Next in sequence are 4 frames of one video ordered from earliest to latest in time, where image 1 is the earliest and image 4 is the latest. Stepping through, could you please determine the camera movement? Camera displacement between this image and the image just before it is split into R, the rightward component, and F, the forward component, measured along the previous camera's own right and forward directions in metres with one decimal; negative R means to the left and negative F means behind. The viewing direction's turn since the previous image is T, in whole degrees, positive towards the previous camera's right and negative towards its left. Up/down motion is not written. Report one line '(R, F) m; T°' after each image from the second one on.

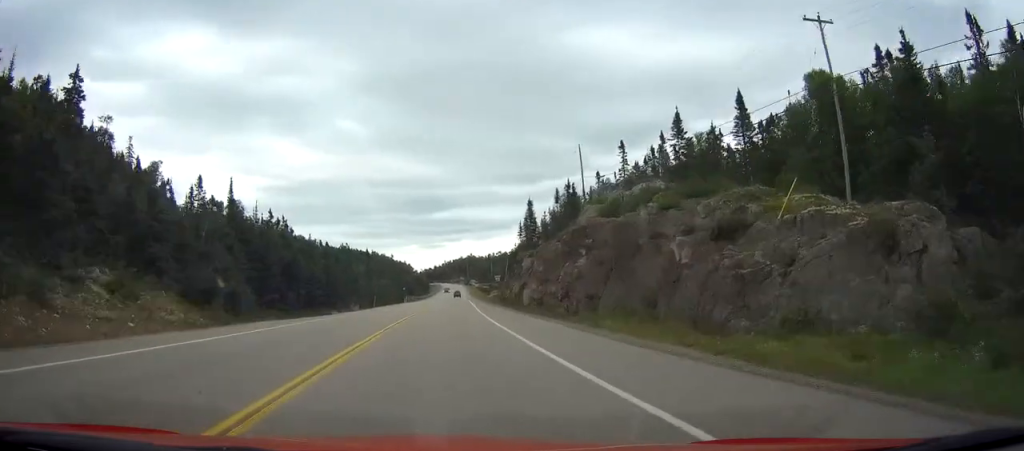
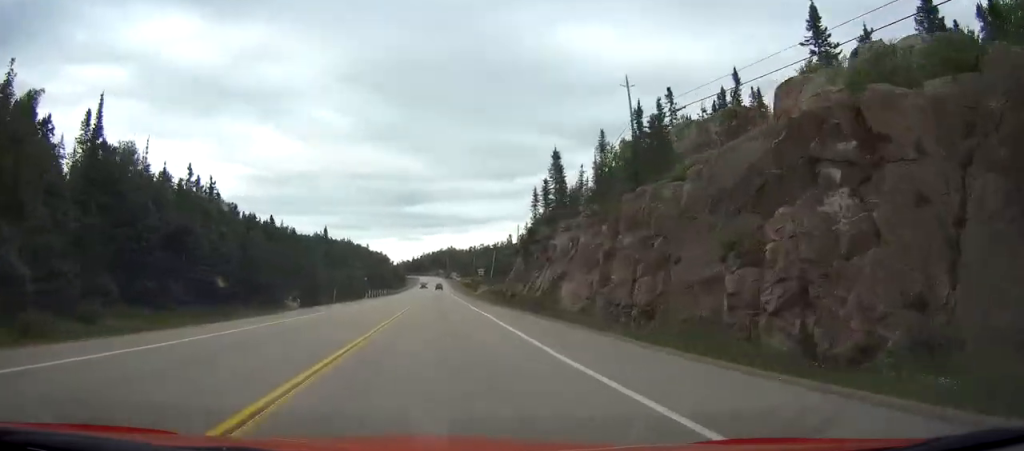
(+0.5, +31.5) m; +1°
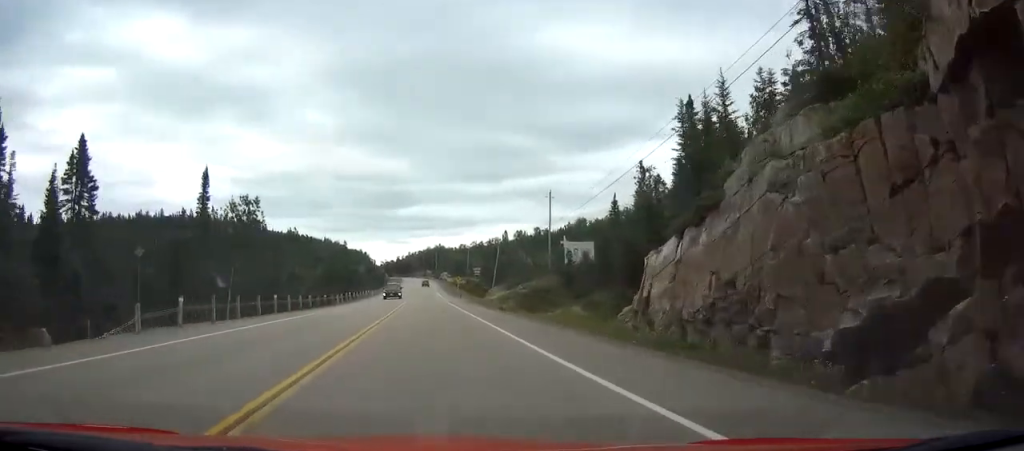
(+0.6, +56.7) m; +1°
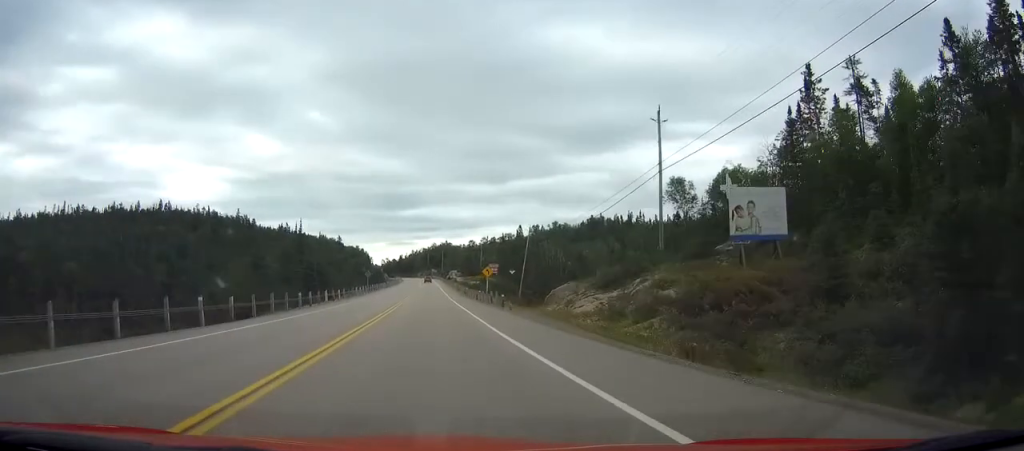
(-0.2, +47.4) m; -1°
